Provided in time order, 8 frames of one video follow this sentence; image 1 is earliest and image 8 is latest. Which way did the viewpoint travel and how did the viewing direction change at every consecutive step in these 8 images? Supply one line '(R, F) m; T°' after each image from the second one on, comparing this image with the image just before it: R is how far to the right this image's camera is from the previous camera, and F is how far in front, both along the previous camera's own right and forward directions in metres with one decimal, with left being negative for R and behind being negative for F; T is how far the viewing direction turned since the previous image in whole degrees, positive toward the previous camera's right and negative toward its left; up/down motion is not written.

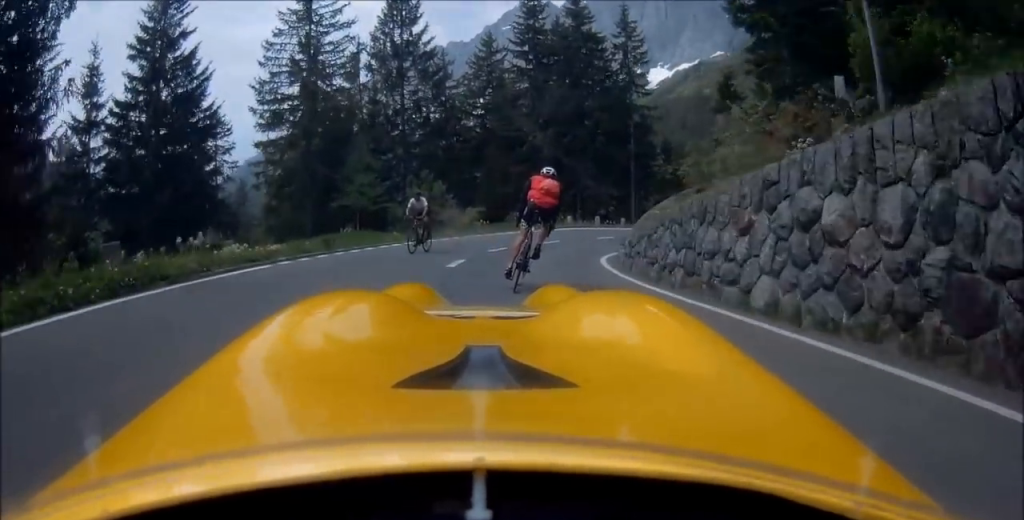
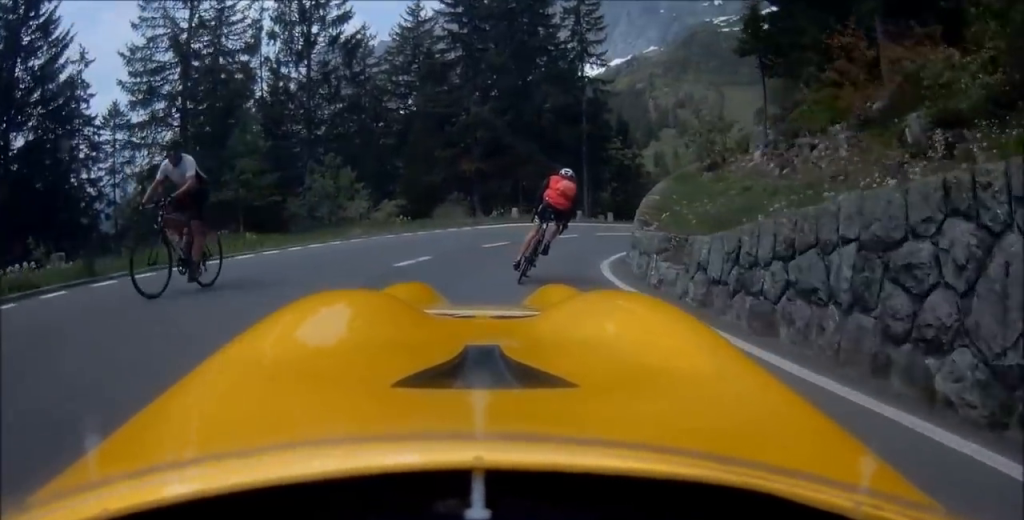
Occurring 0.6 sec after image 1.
(+0.2, +8.7) m; +2°
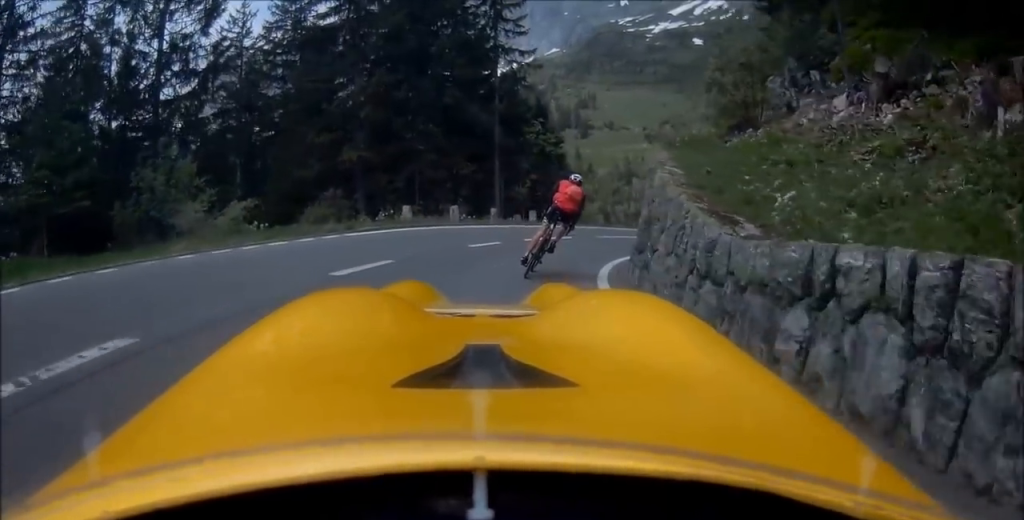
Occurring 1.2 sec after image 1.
(-0.2, +8.7) m; +2°
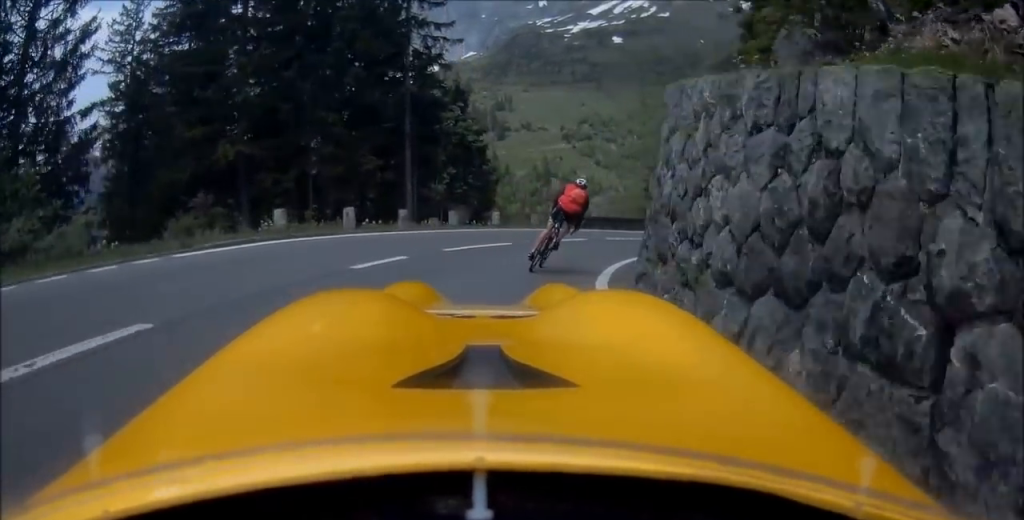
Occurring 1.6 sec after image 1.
(+0.3, +5.7) m; +3°
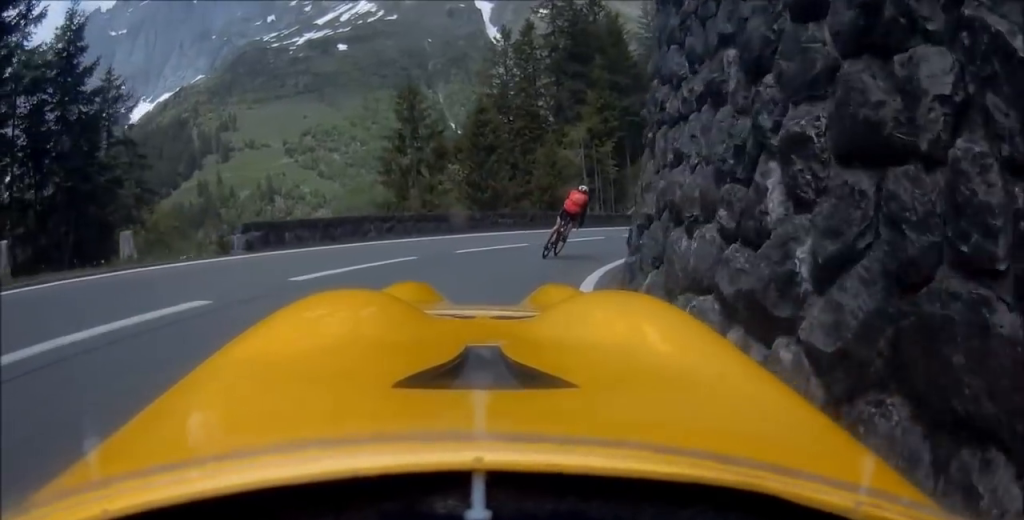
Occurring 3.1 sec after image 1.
(+1.4, +16.6) m; +9°
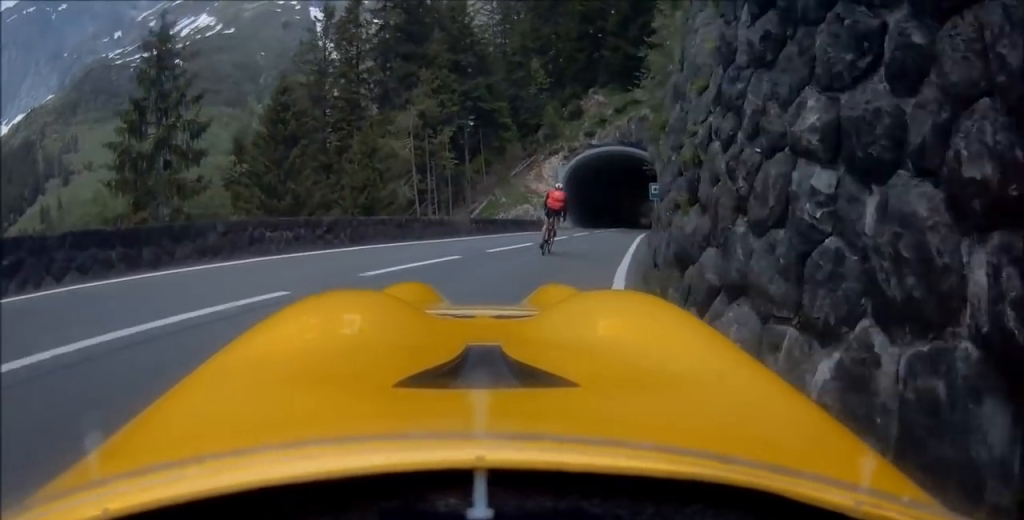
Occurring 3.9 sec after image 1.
(+0.4, +9.0) m; +3°
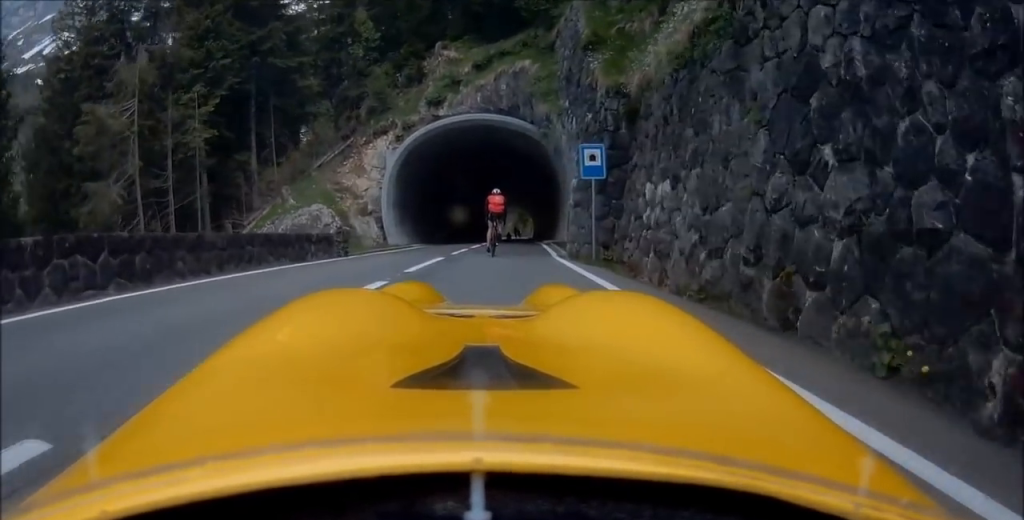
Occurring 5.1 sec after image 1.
(+0.3, +12.5) m; +7°
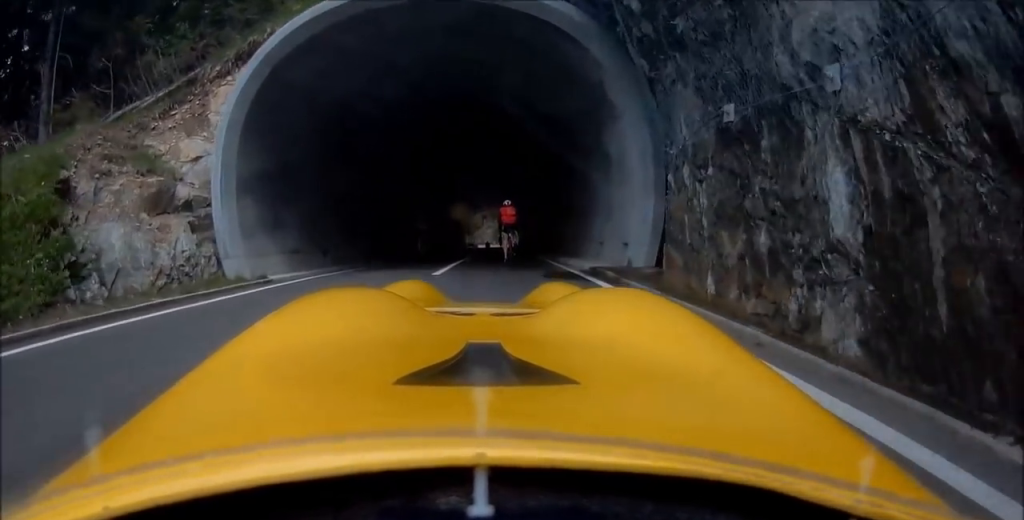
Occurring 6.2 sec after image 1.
(+1.2, +11.2) m; +13°
